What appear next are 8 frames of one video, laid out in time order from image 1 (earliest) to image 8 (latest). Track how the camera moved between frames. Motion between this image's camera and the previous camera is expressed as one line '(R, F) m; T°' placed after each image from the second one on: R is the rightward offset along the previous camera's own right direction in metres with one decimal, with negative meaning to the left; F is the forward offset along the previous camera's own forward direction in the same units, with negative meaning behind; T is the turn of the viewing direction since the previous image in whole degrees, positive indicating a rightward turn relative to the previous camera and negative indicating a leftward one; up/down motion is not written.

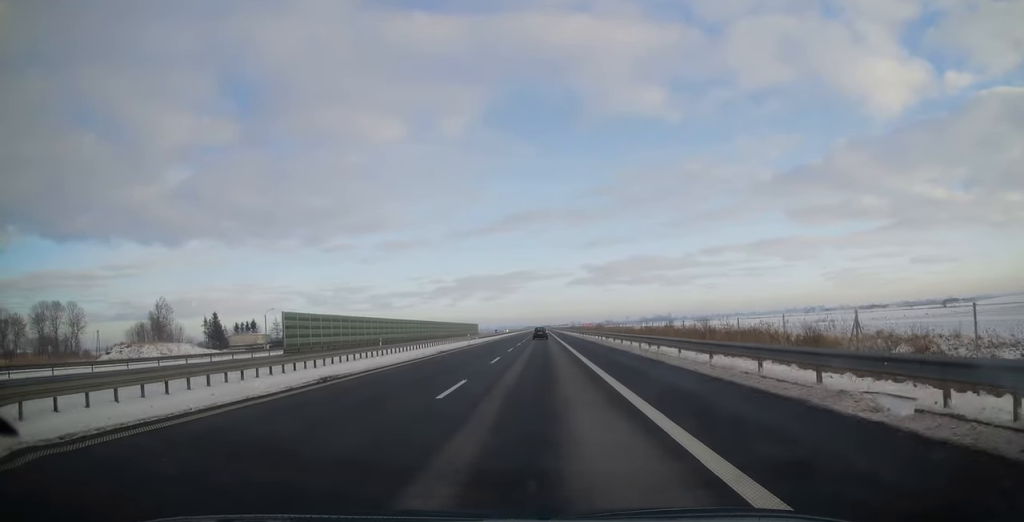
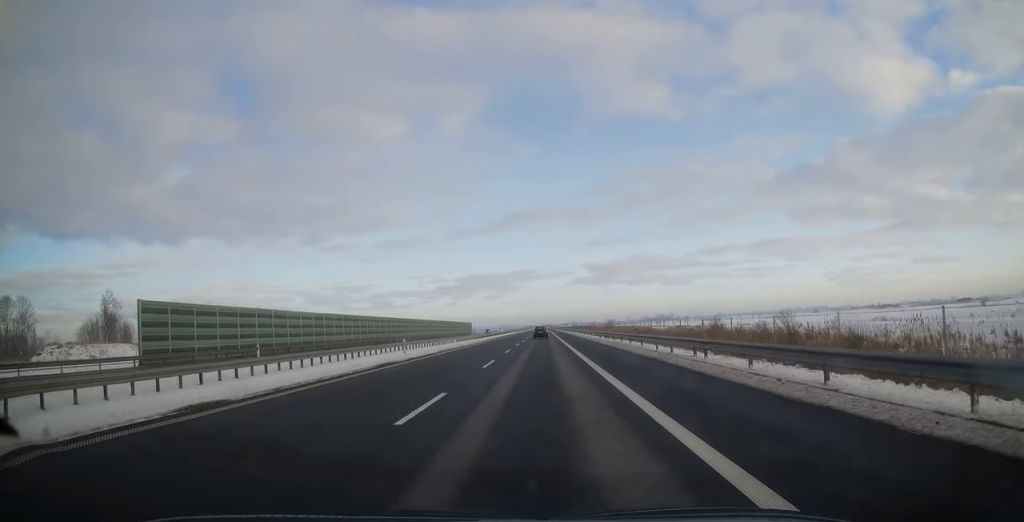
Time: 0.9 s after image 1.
(-0.1, +27.1) m; 0°
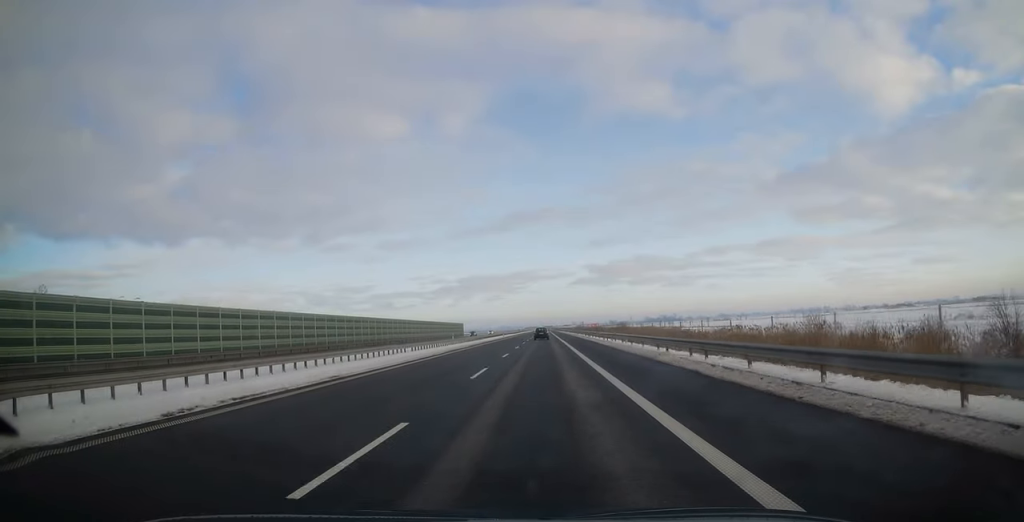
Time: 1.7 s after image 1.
(0.0, +27.6) m; 0°
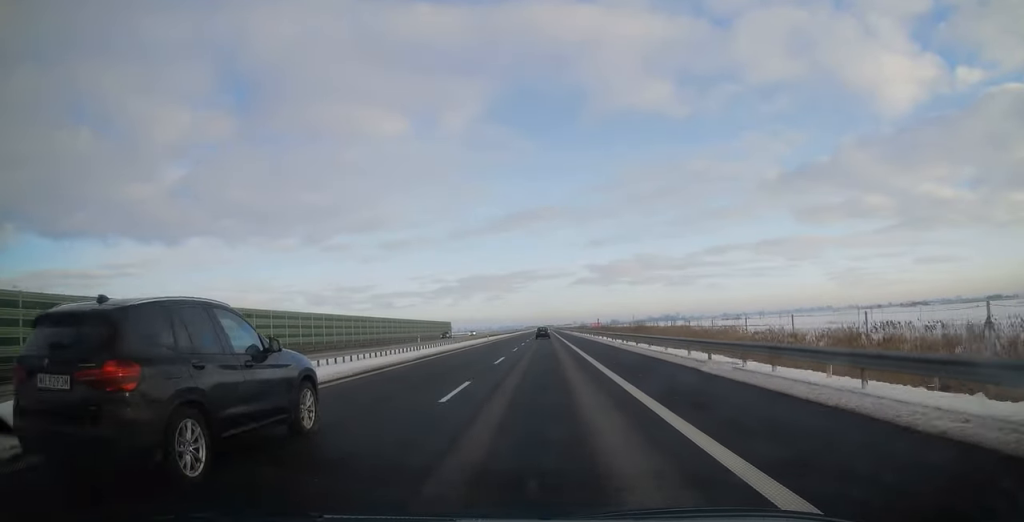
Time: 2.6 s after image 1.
(+0.2, +29.2) m; 0°
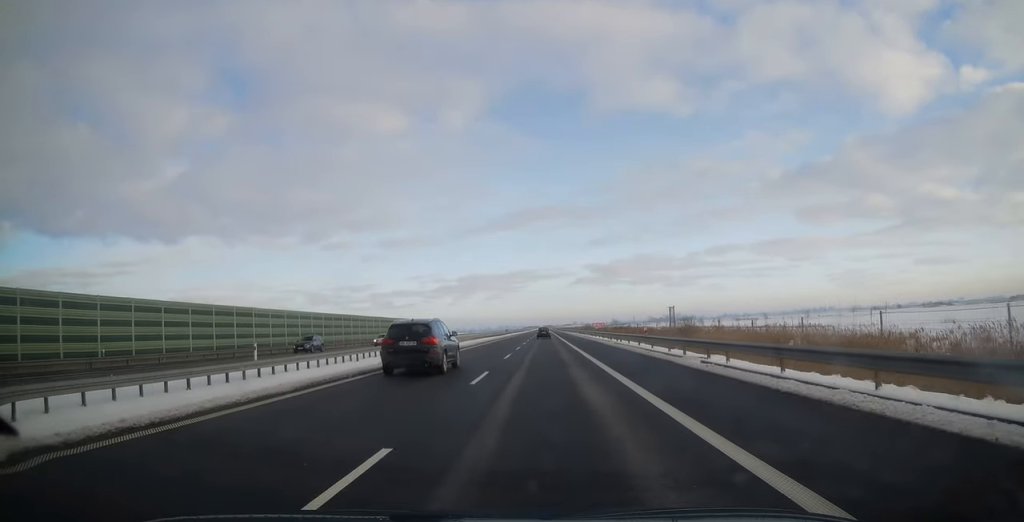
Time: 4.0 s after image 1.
(-0.2, +44.1) m; -1°
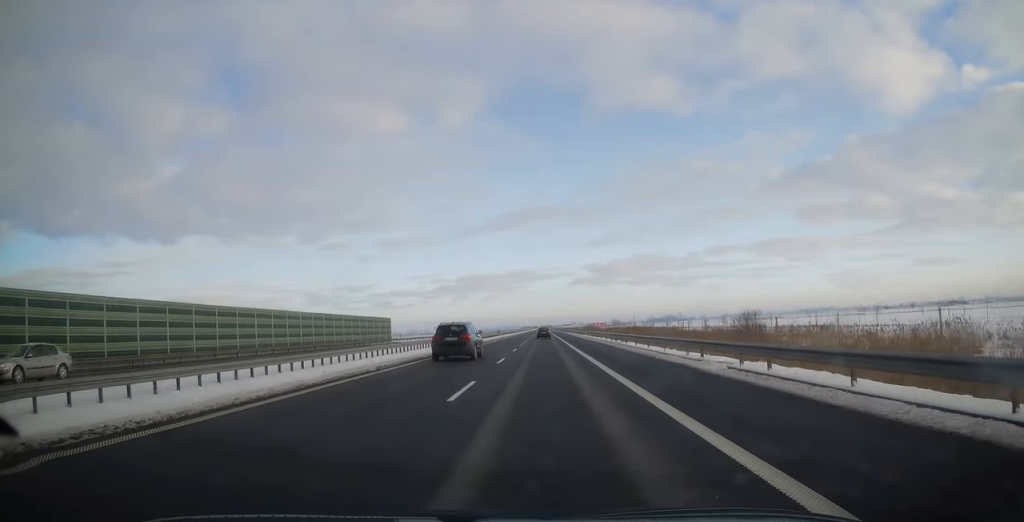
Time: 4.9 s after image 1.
(0.0, +27.1) m; 0°
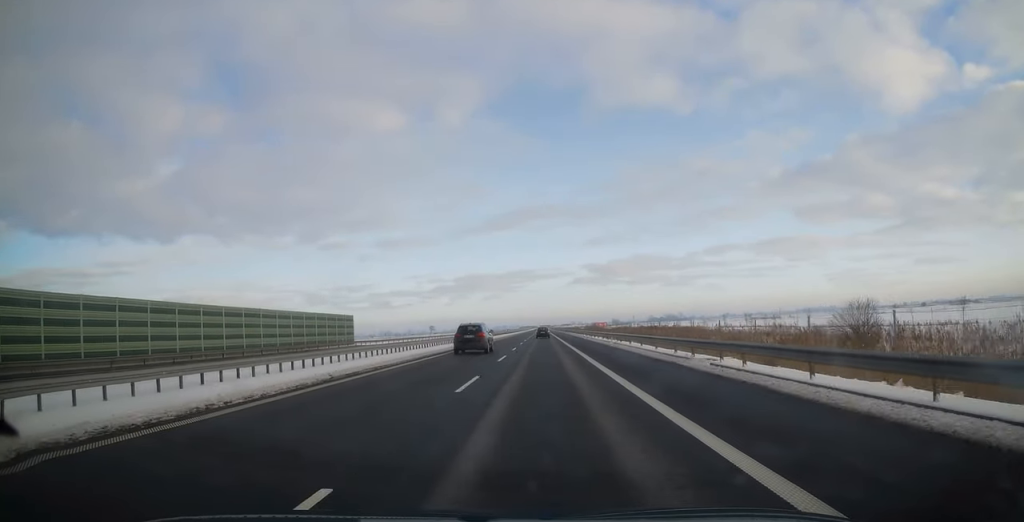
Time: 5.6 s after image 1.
(0.0, +22.3) m; 0°
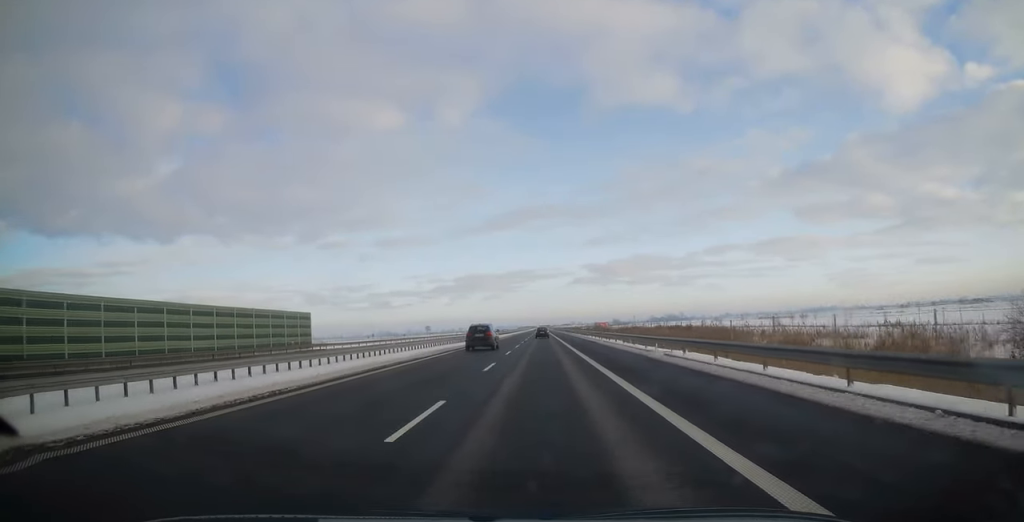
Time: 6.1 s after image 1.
(-0.1, +17.5) m; 0°
